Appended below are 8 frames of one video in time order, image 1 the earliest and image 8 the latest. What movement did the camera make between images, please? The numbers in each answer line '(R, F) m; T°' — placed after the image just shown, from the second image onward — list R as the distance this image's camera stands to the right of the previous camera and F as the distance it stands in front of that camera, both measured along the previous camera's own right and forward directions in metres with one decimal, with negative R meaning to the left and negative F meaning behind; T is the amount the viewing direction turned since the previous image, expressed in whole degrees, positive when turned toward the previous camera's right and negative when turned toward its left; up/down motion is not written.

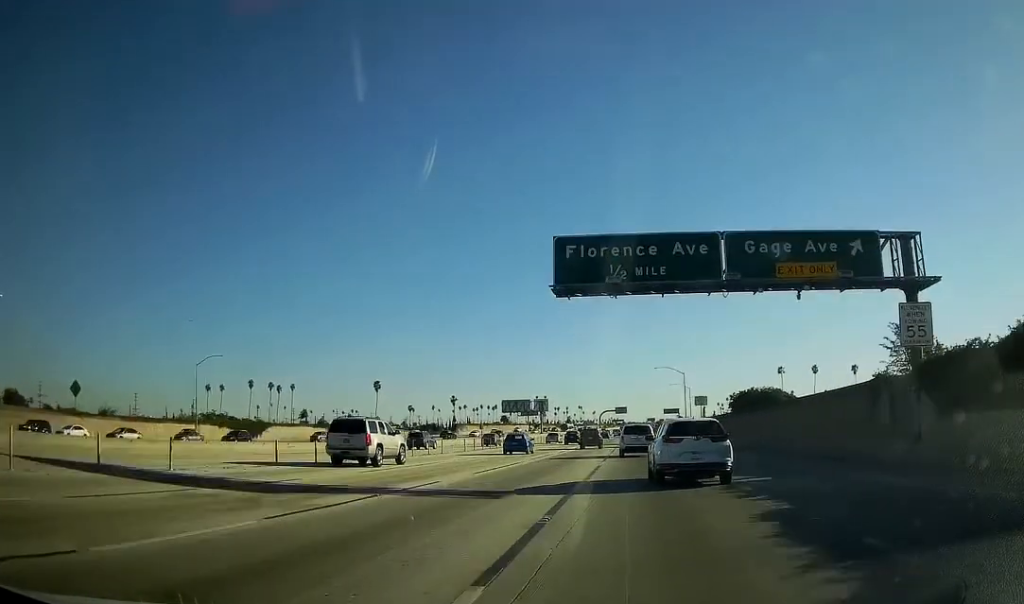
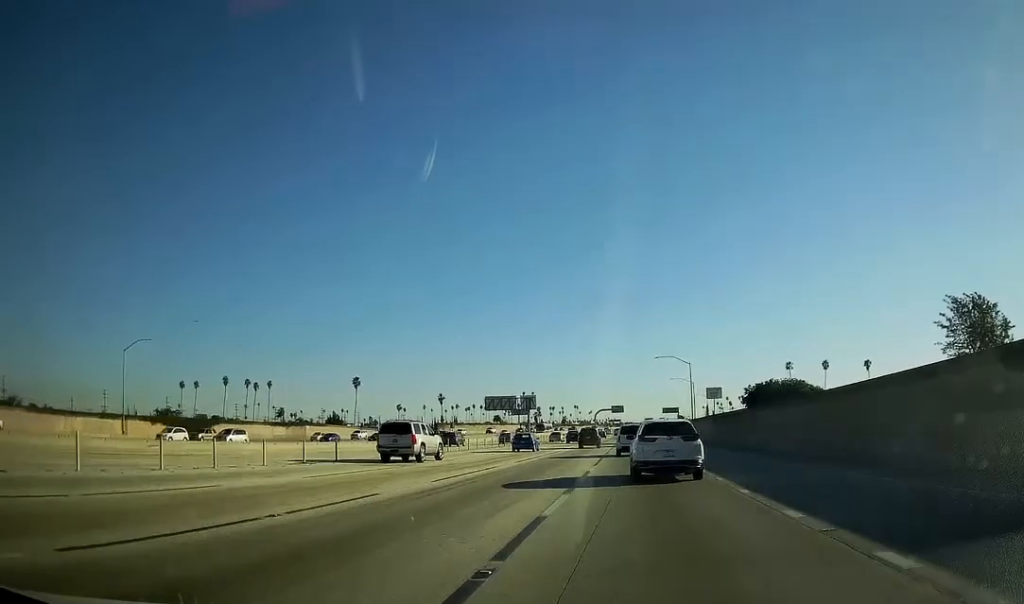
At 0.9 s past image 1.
(+0.2, +18.8) m; 0°
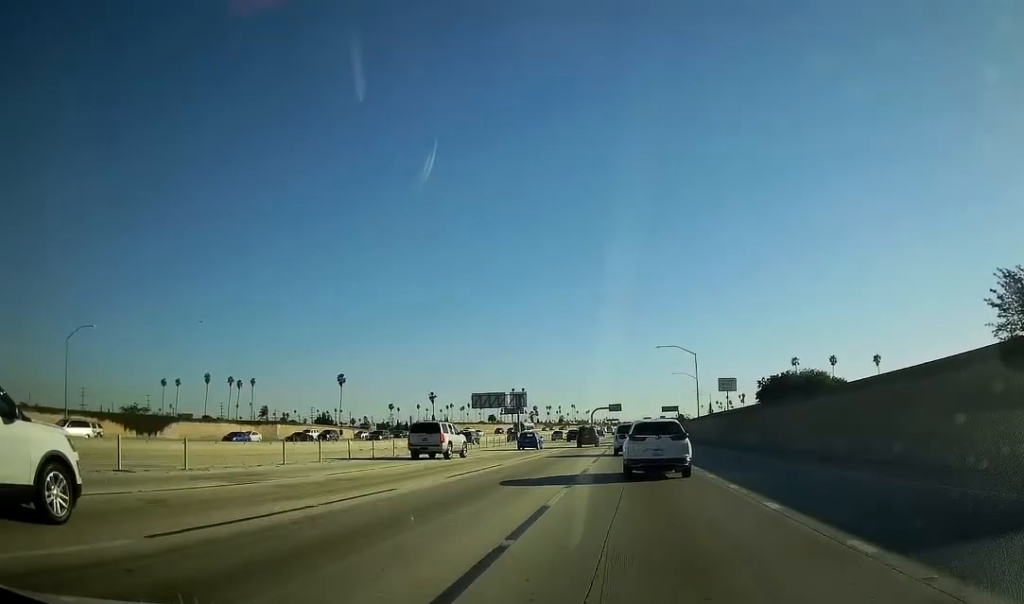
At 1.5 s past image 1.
(0.0, +12.0) m; 0°
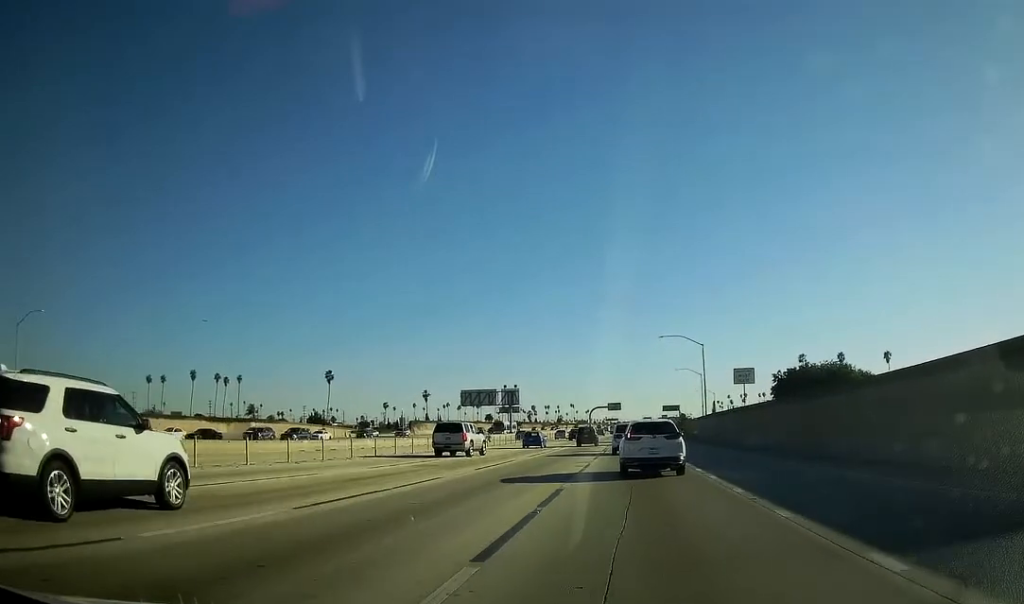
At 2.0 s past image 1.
(0.0, +10.7) m; 0°
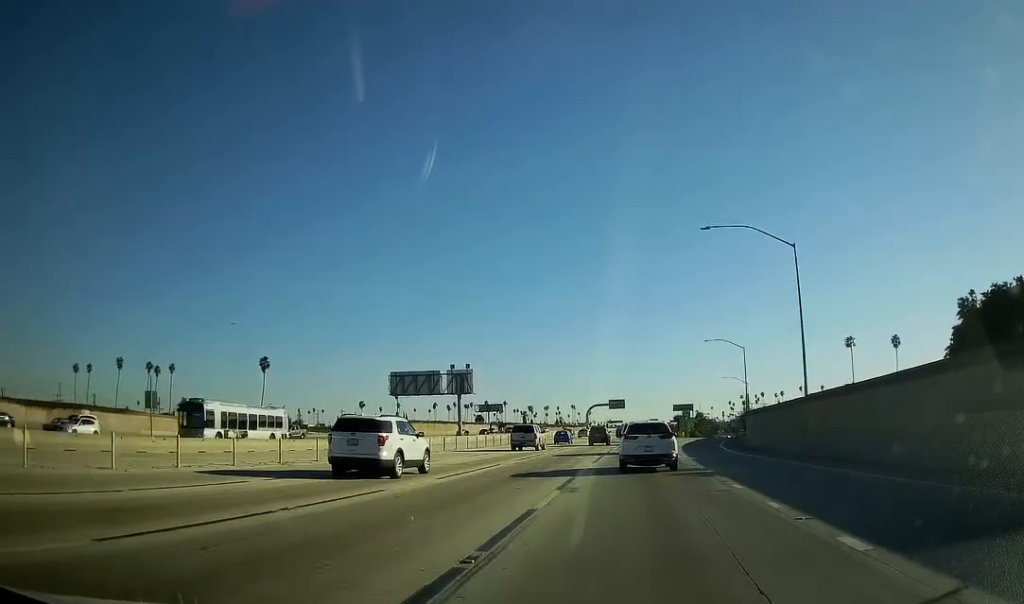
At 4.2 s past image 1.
(0.0, +48.8) m; -2°
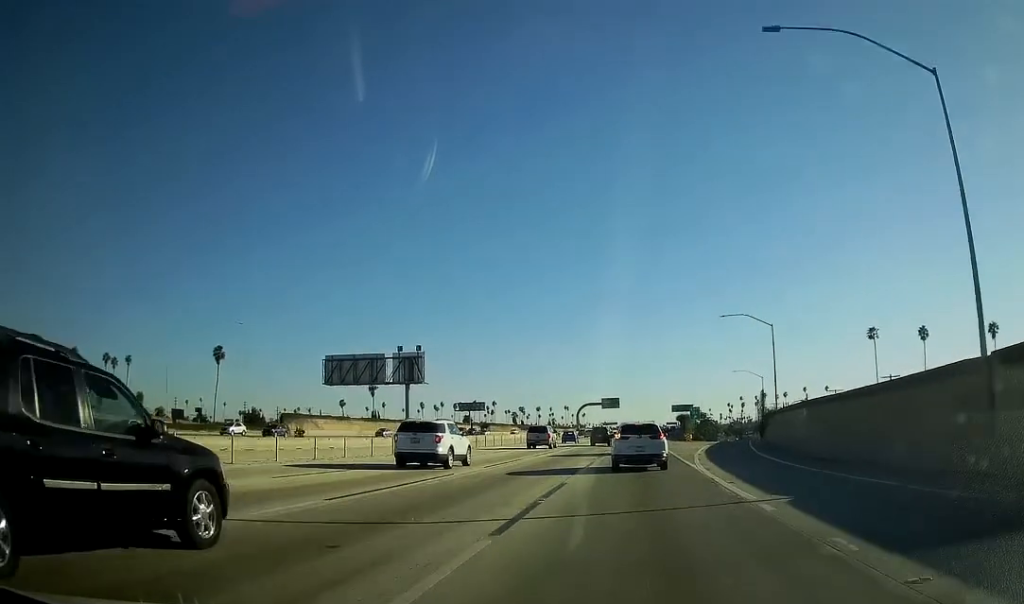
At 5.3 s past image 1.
(-0.6, +22.3) m; 0°
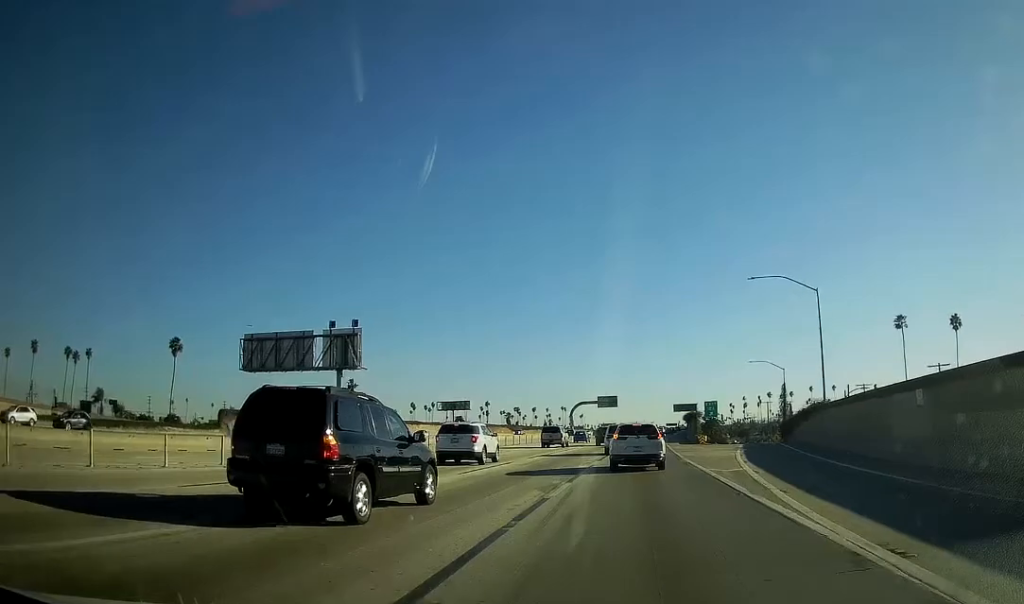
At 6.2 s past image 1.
(+0.4, +19.2) m; +2°
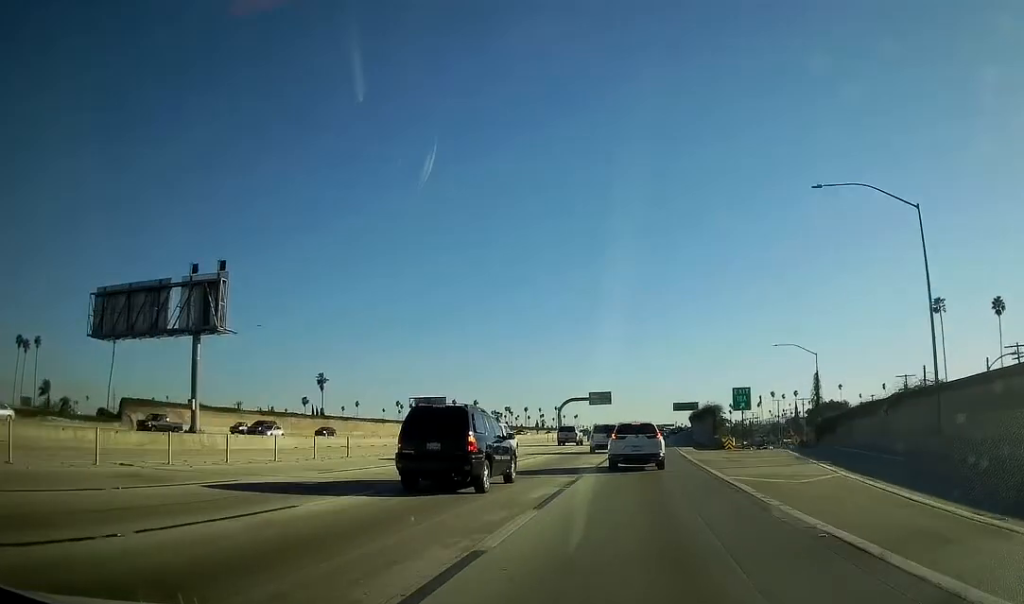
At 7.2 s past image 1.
(+0.2, +21.8) m; 0°
